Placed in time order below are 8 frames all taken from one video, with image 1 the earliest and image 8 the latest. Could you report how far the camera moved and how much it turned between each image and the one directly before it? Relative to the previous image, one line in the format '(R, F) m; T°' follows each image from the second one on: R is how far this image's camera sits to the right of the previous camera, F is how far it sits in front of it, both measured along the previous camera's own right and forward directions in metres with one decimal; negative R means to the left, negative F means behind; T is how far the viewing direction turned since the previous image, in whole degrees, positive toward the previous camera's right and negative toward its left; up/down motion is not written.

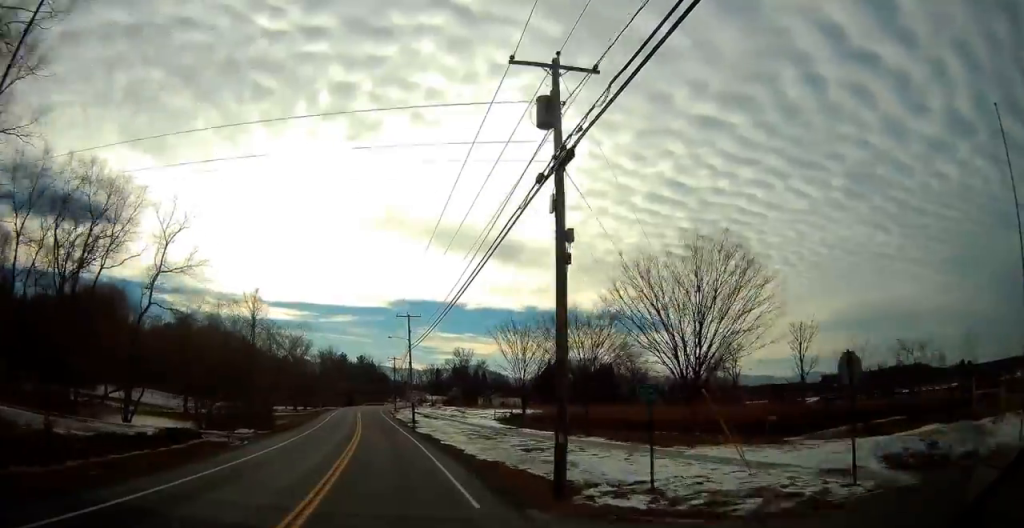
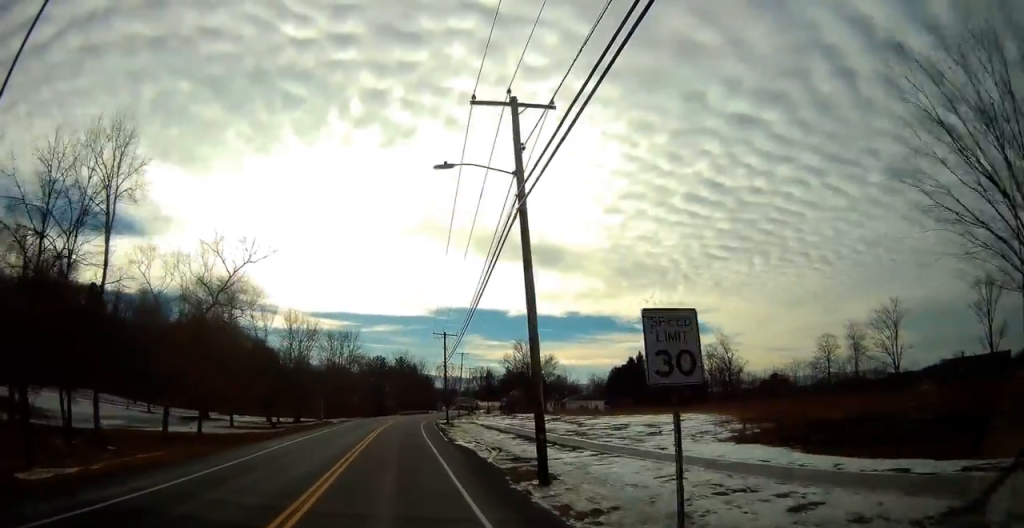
(0.0, +40.6) m; 0°
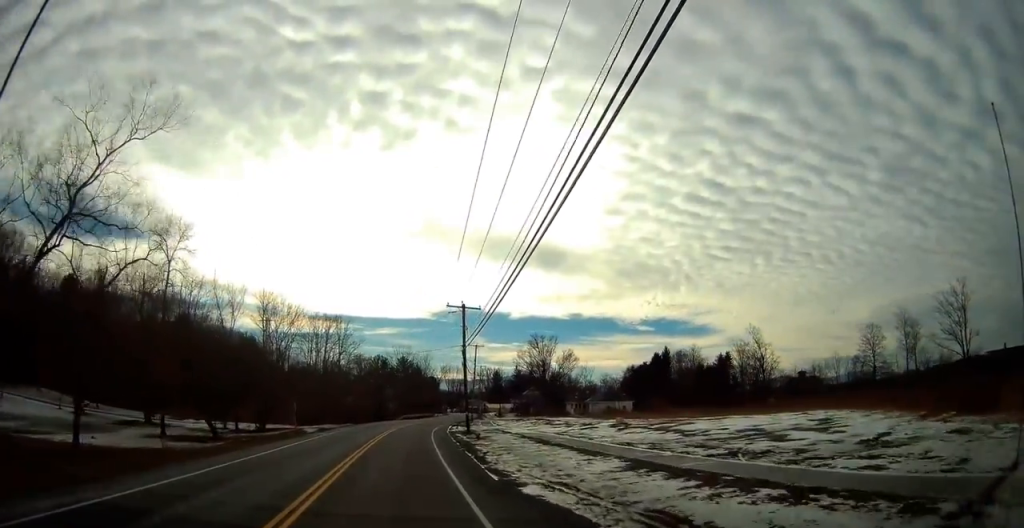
(0.0, +16.9) m; 0°
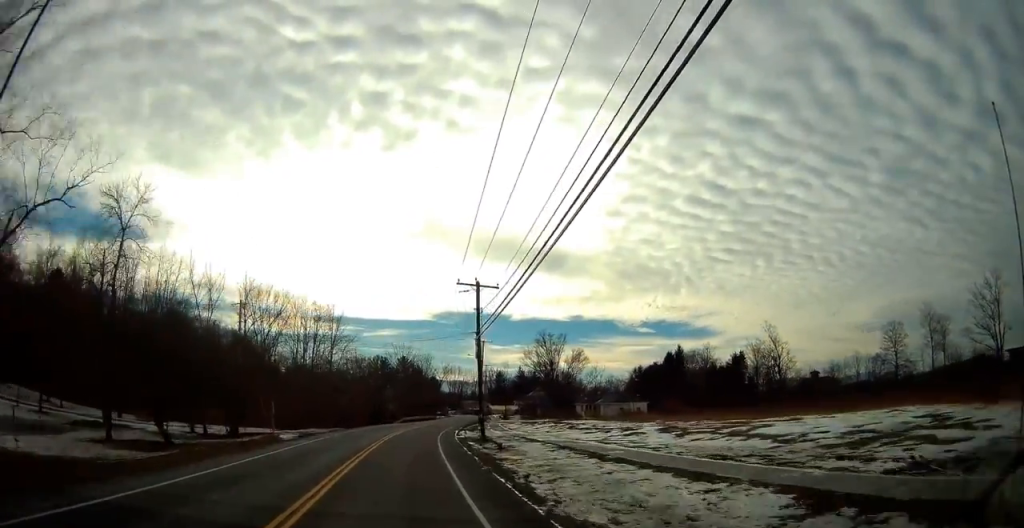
(0.0, +7.9) m; 0°
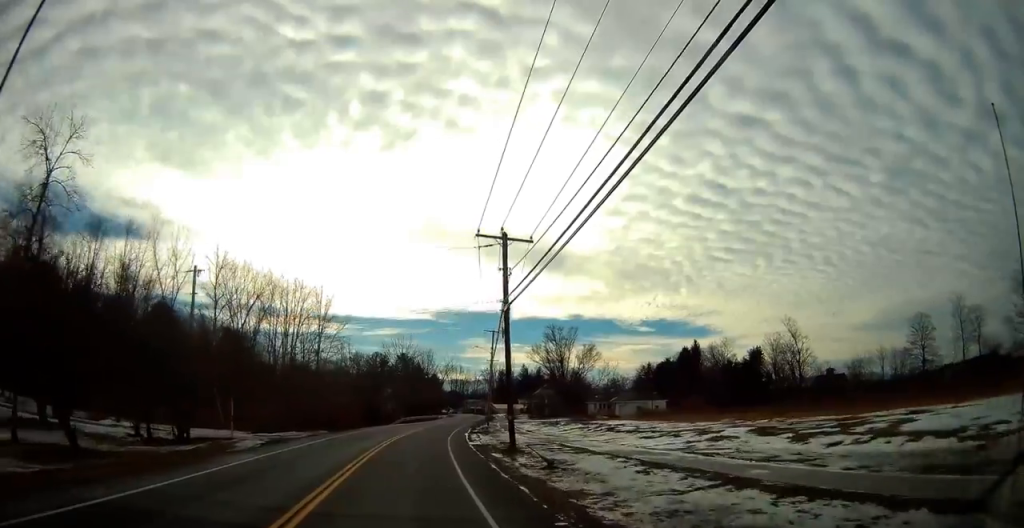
(0.0, +9.1) m; 0°
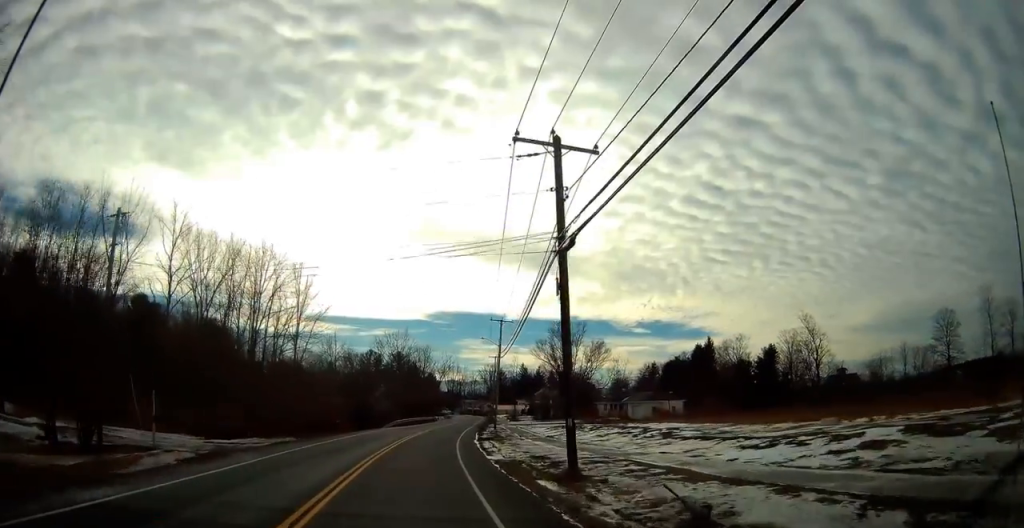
(0.0, +9.2) m; +1°
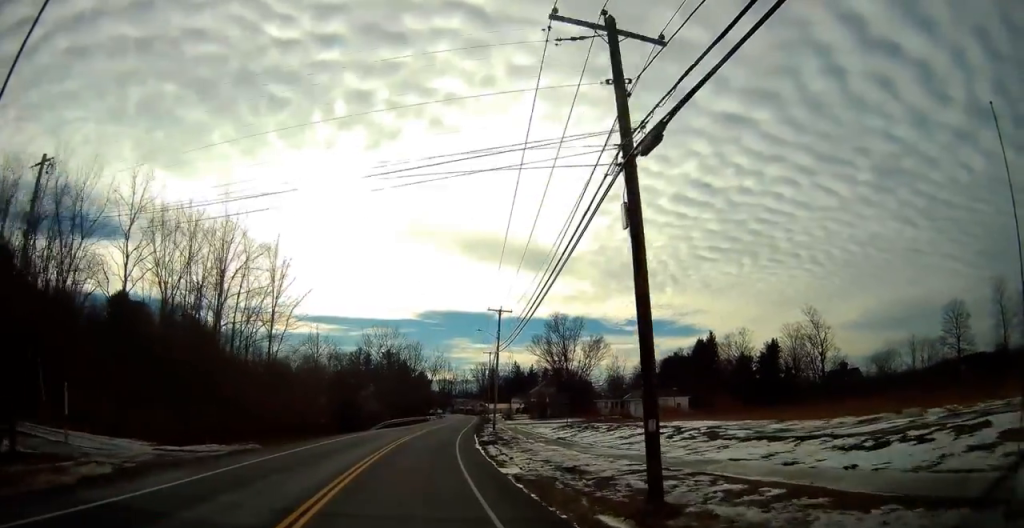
(-0.1, +5.6) m; +1°
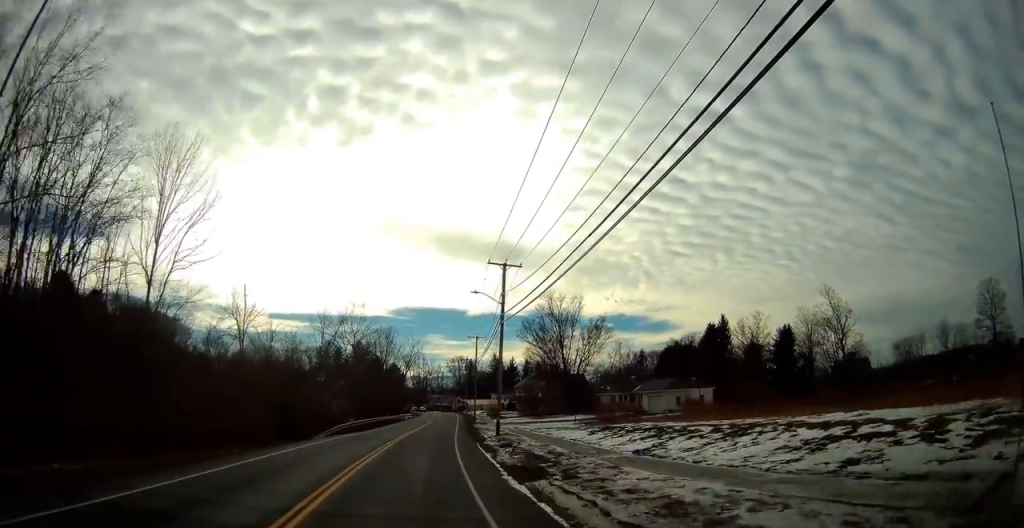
(+0.4, +16.9) m; +2°
